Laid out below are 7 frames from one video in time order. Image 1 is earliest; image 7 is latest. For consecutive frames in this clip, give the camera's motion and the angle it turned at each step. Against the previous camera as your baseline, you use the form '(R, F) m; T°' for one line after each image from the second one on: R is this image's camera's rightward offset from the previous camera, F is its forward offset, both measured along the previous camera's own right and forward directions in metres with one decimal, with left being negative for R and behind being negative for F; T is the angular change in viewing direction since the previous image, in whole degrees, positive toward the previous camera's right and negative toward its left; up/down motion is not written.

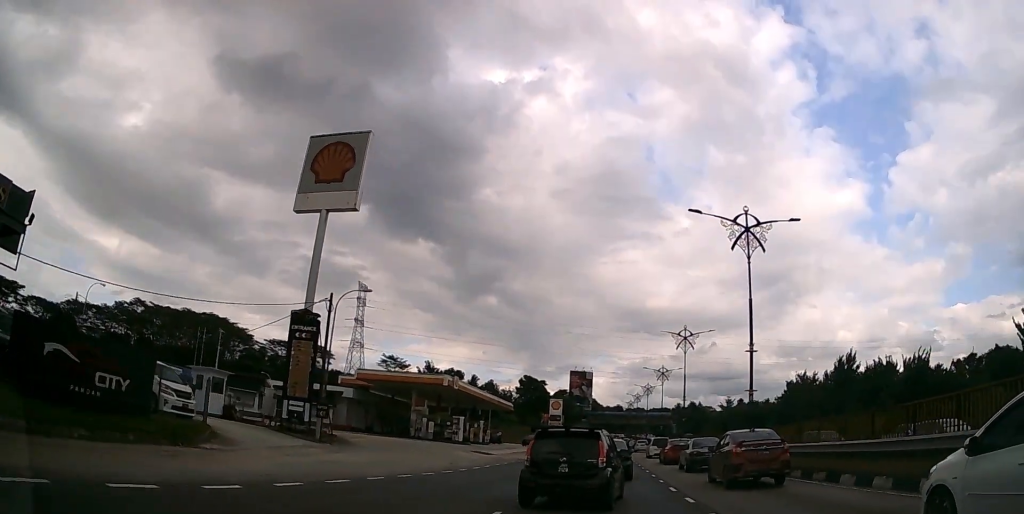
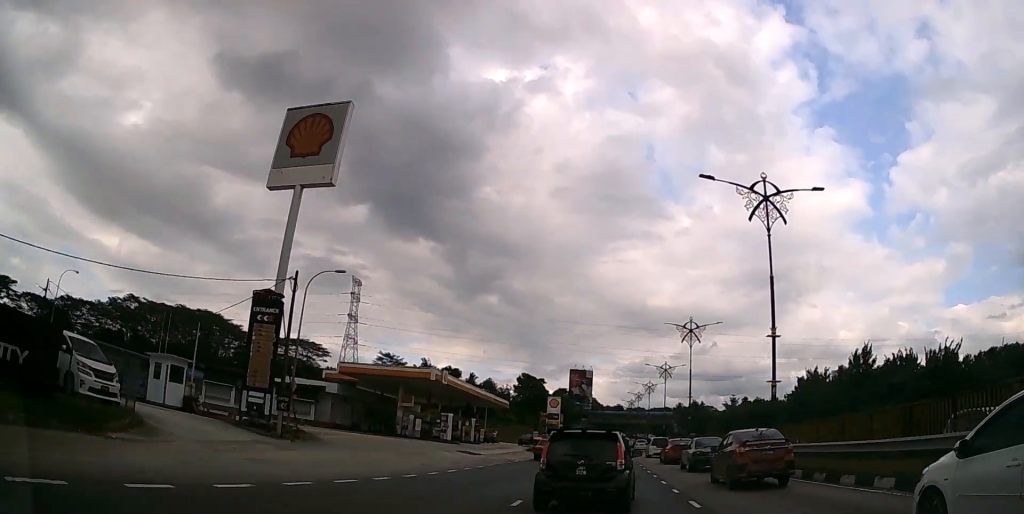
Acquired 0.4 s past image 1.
(0.0, +3.8) m; 0°
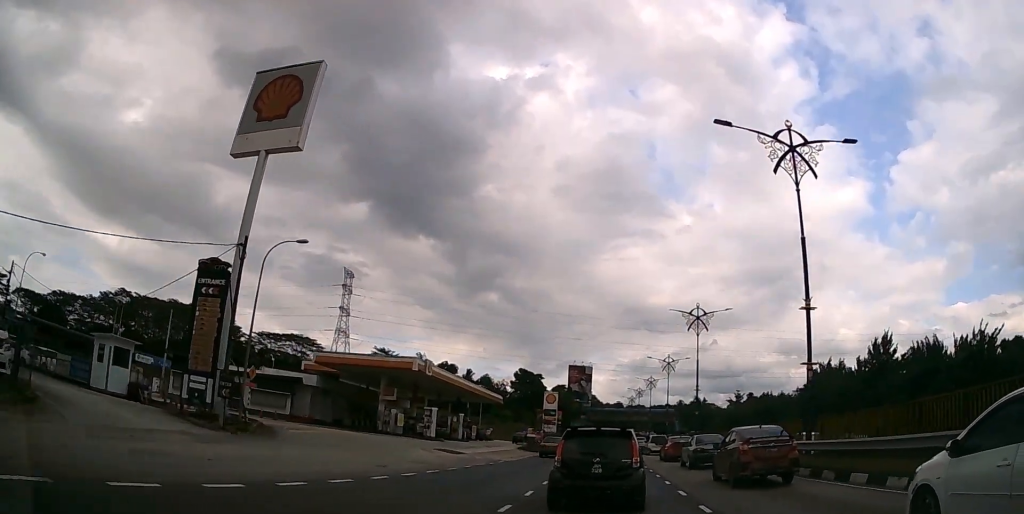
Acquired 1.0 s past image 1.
(0.0, +4.7) m; 0°
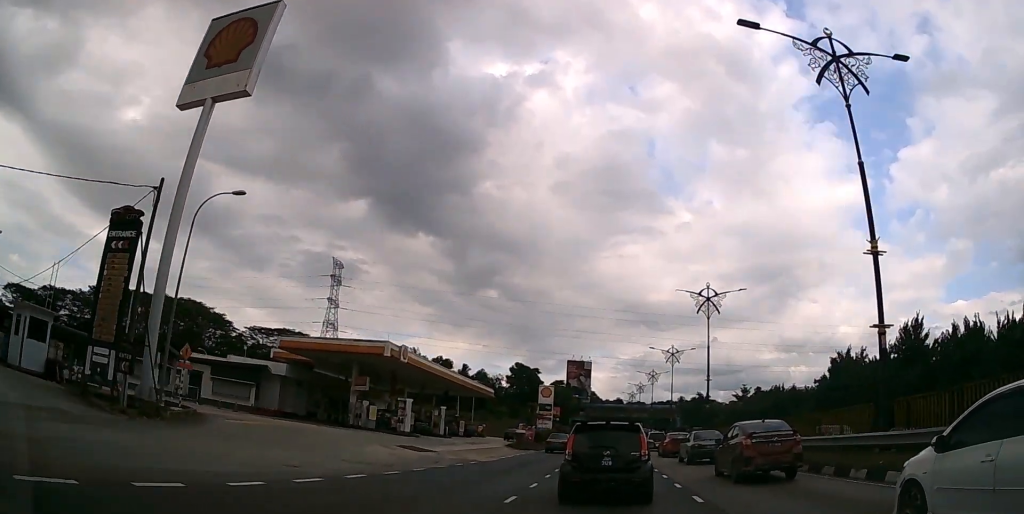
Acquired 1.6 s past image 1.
(0.0, +5.5) m; 0°
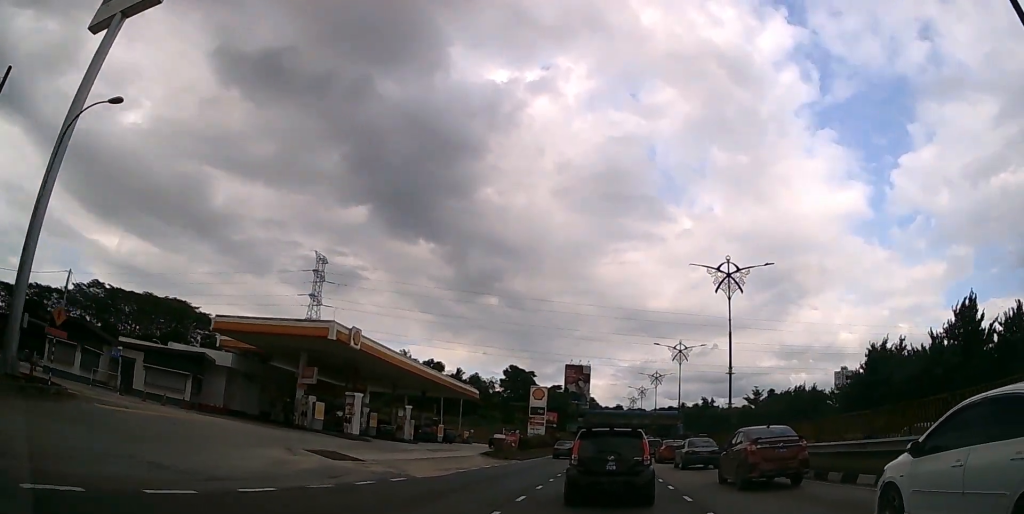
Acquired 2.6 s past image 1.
(0.0, +8.0) m; +1°
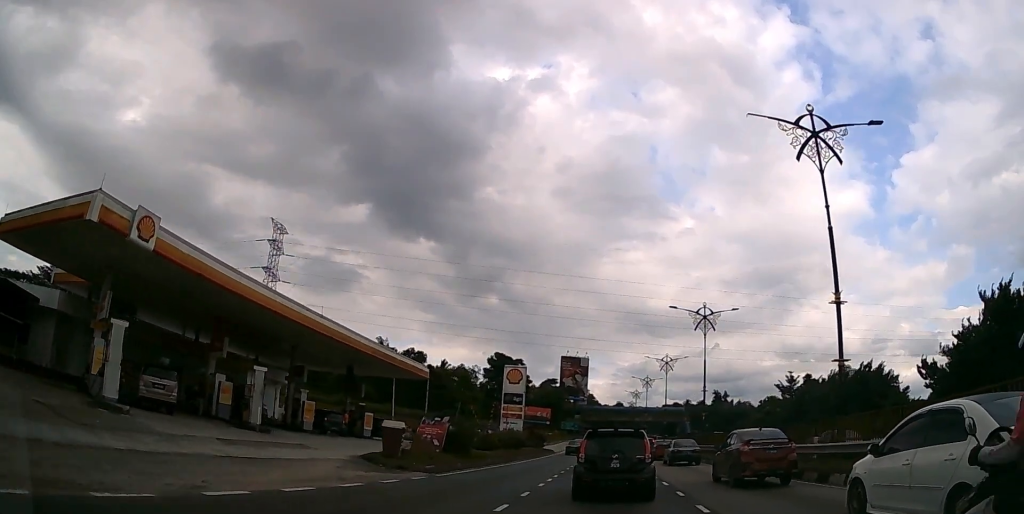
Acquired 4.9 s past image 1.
(+0.1, +17.8) m; 0°
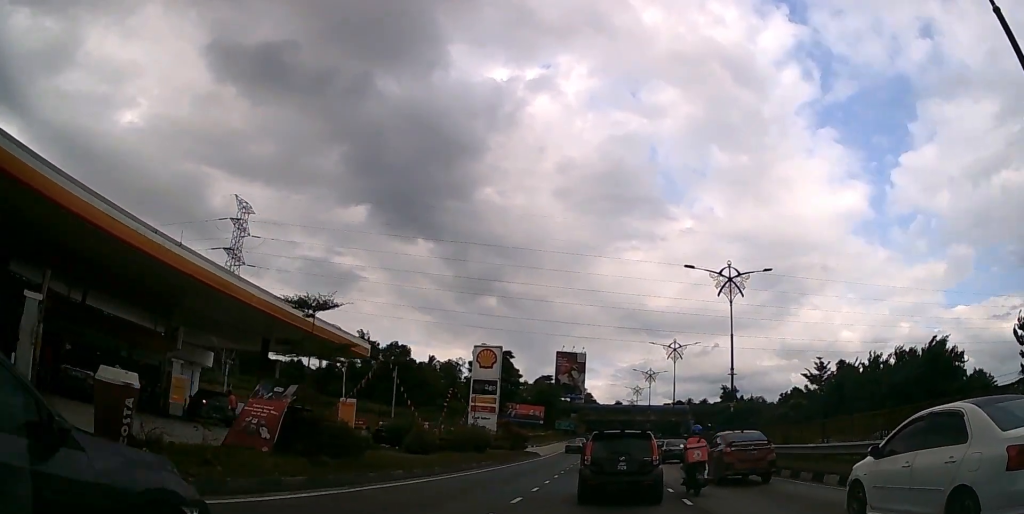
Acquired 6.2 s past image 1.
(0.0, +11.3) m; 0°
